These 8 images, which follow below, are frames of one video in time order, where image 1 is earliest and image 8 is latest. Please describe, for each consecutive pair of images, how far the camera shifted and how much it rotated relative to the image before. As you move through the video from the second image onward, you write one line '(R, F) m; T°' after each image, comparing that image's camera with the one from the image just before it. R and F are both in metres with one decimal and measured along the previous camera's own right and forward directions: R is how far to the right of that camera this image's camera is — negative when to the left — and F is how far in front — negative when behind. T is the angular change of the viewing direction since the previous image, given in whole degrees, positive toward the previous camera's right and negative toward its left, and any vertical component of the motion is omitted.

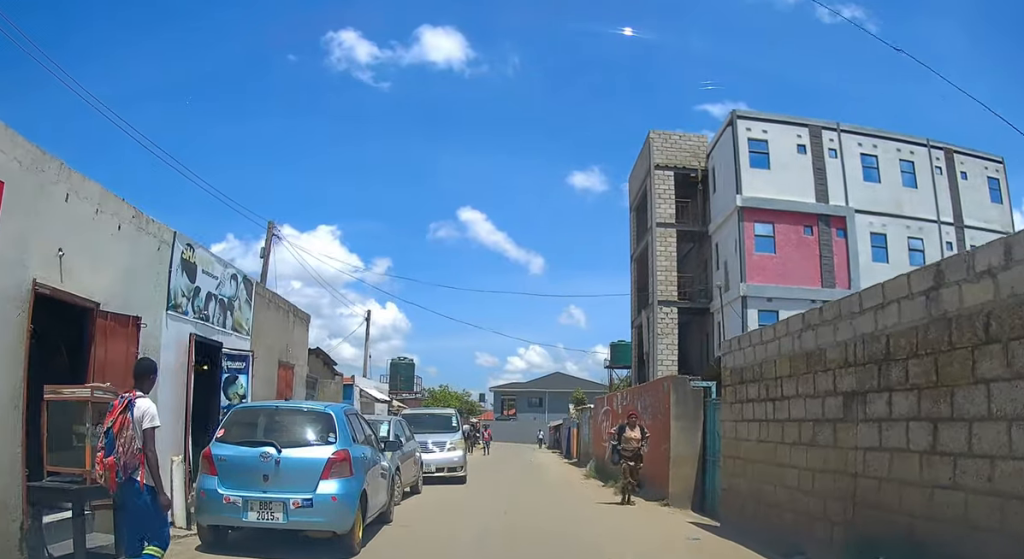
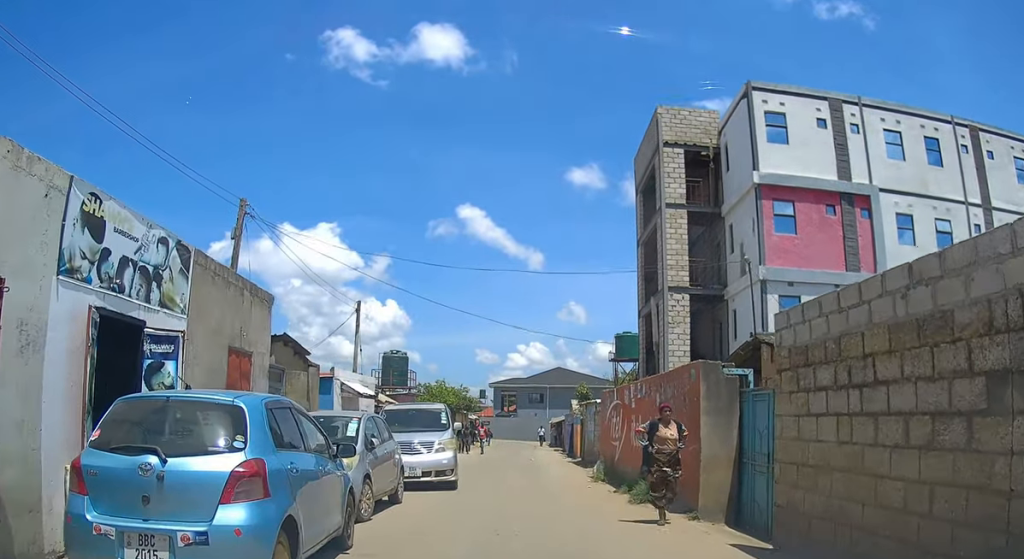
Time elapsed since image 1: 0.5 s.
(0.0, +2.1) m; 0°
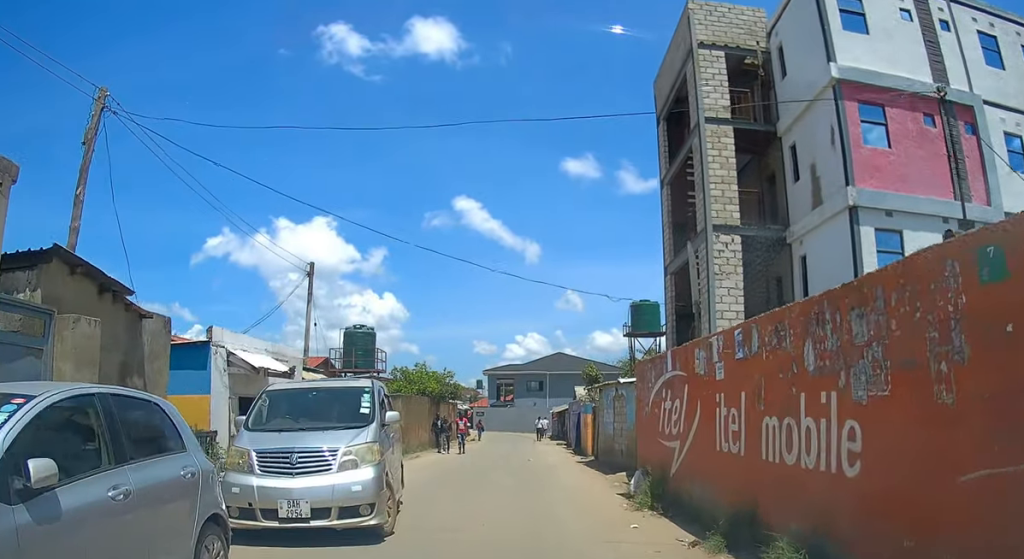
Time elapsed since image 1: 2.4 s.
(0.0, +7.0) m; 0°
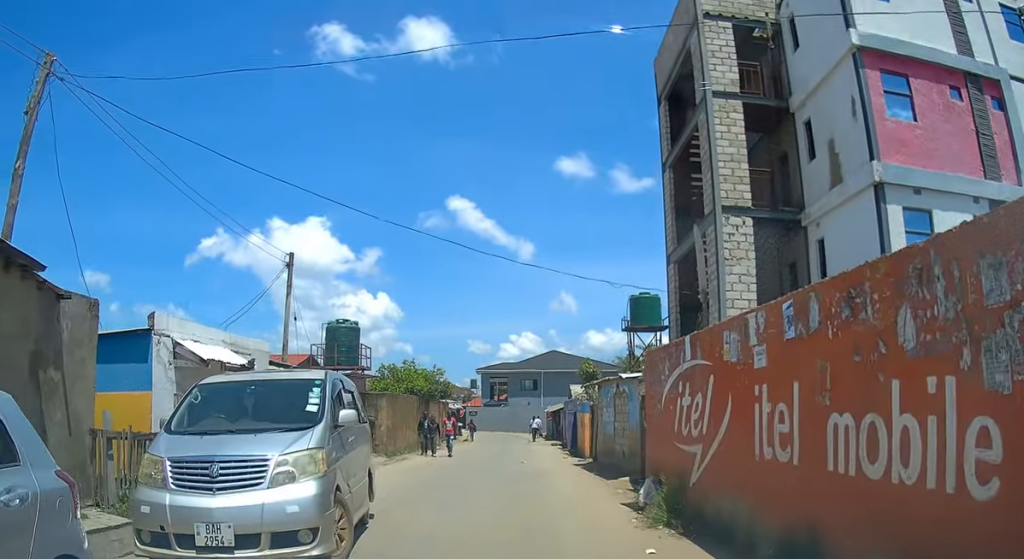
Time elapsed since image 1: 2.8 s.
(0.0, +1.7) m; 0°
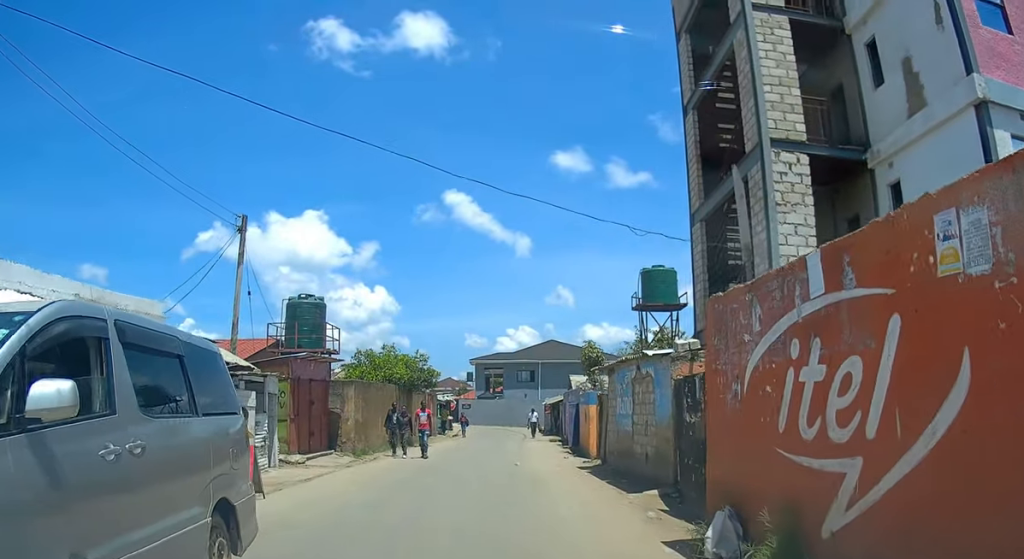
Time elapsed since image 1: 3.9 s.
(0.0, +4.1) m; -1°
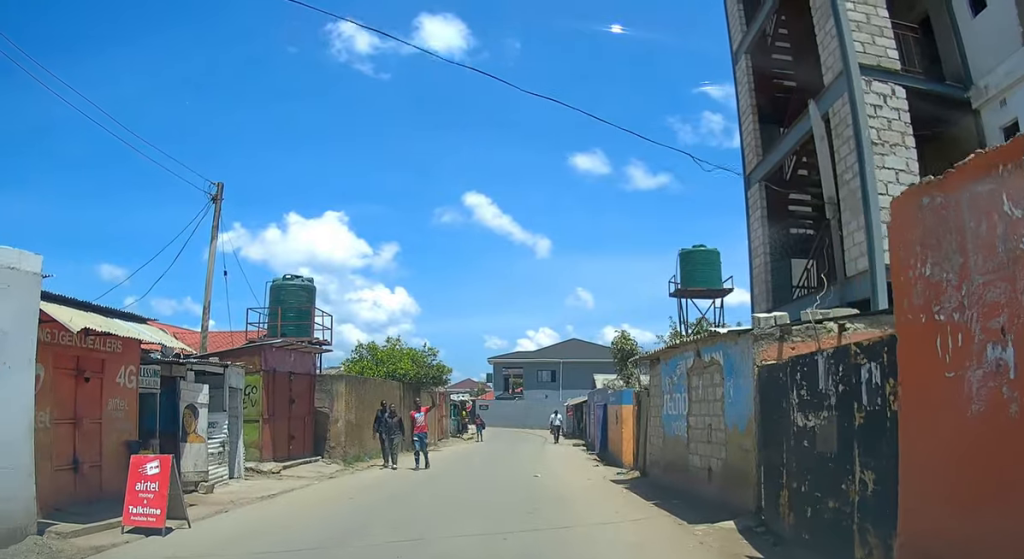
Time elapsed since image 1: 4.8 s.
(-0.1, +3.3) m; -1°
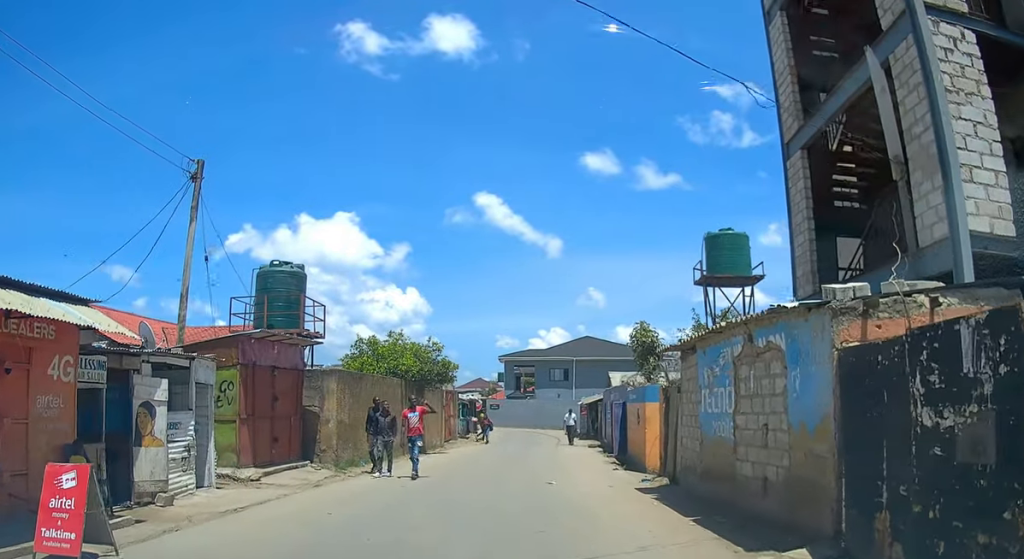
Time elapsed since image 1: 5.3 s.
(0.0, +1.9) m; -1°
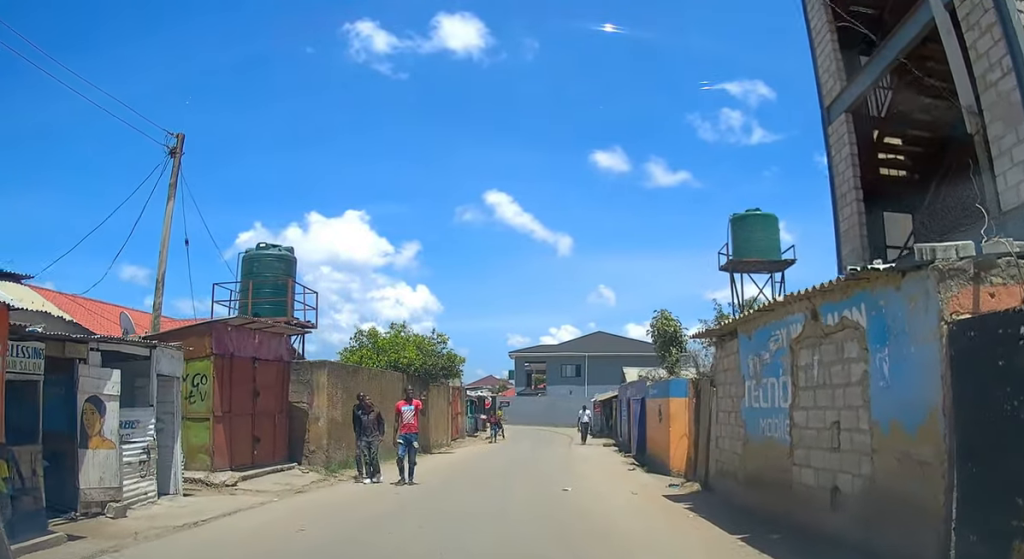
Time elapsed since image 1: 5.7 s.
(0.0, +1.7) m; 0°
